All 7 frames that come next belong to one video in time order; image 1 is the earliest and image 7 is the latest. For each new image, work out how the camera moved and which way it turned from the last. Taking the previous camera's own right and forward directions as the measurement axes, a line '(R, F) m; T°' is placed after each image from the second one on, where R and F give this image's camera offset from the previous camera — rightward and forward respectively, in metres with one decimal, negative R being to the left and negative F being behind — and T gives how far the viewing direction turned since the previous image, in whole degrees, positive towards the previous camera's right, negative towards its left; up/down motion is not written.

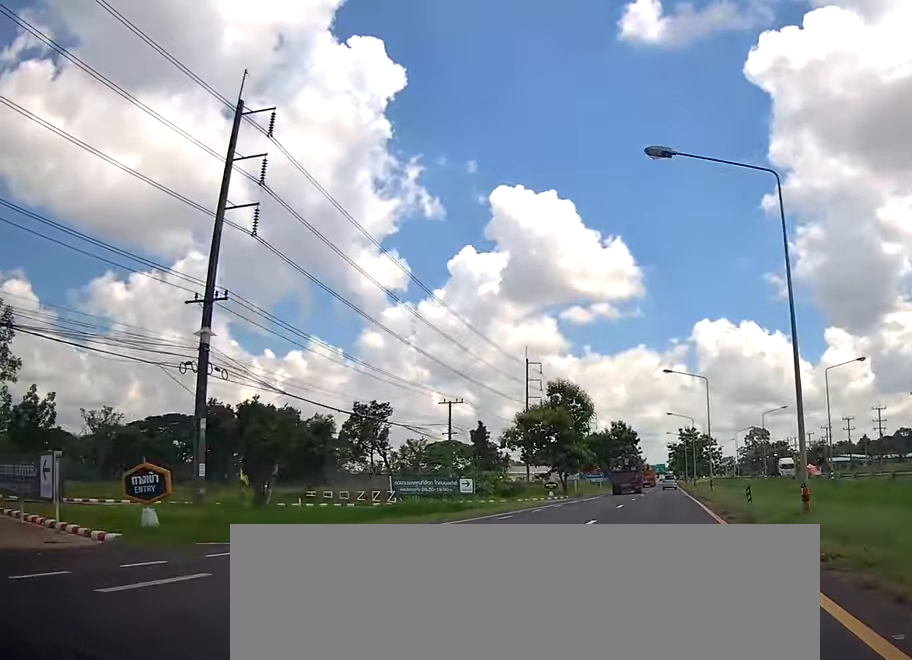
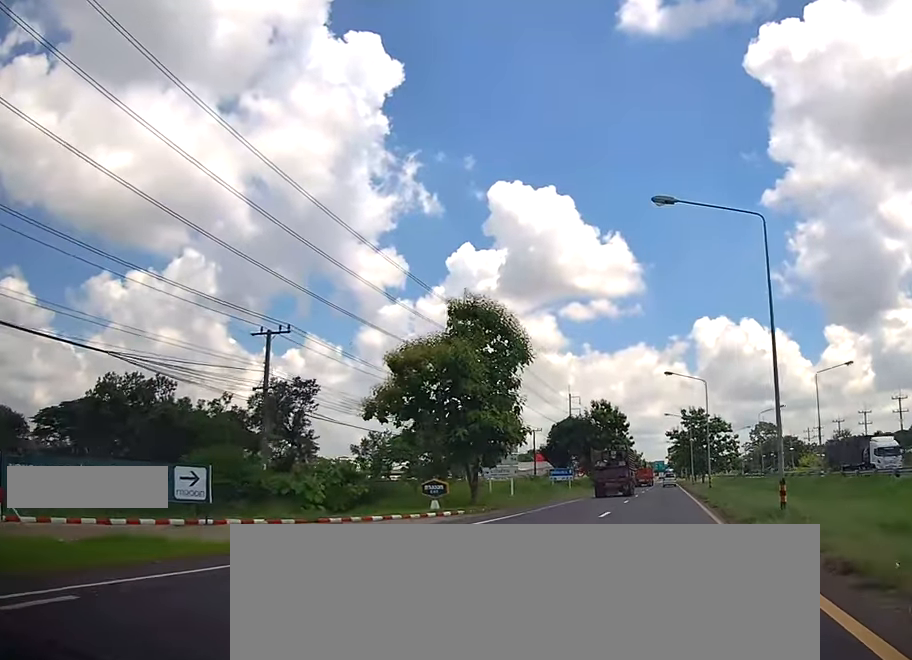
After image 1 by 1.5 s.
(+0.1, +32.6) m; +1°
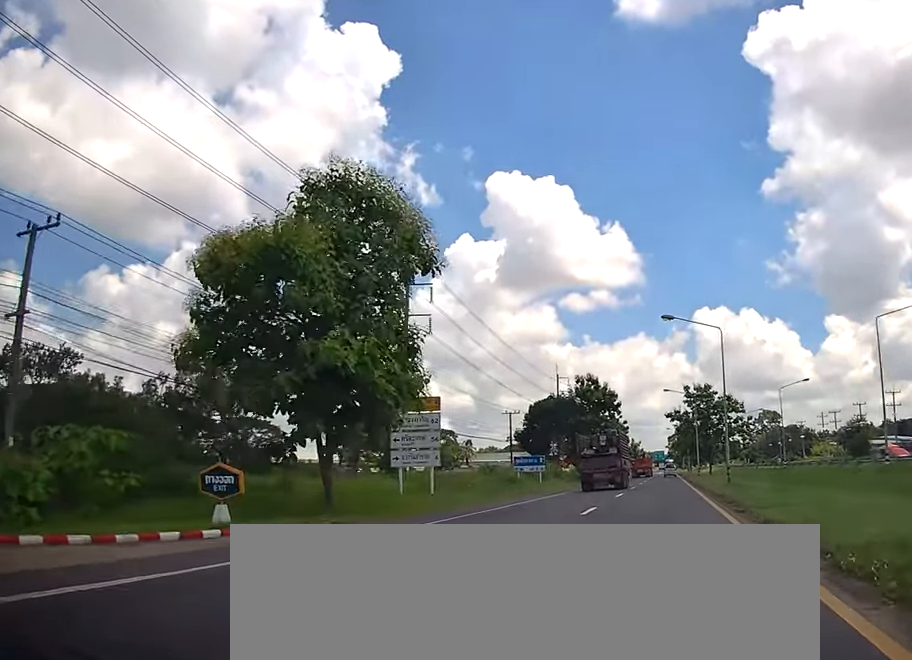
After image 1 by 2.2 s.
(+0.1, +16.6) m; 0°
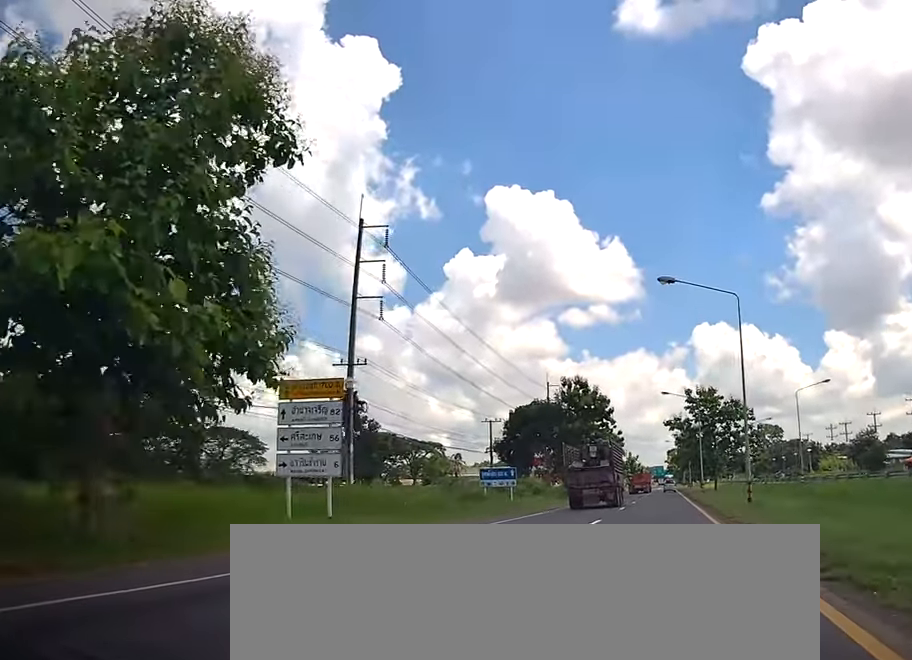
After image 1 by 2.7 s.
(0.0, +10.0) m; 0°
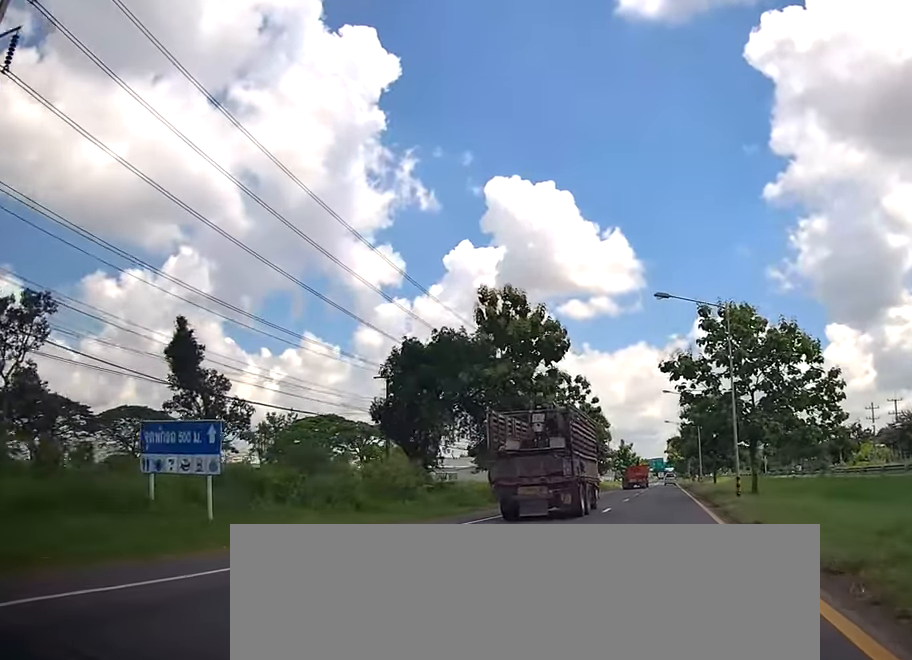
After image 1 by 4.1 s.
(0.0, +31.6) m; 0°
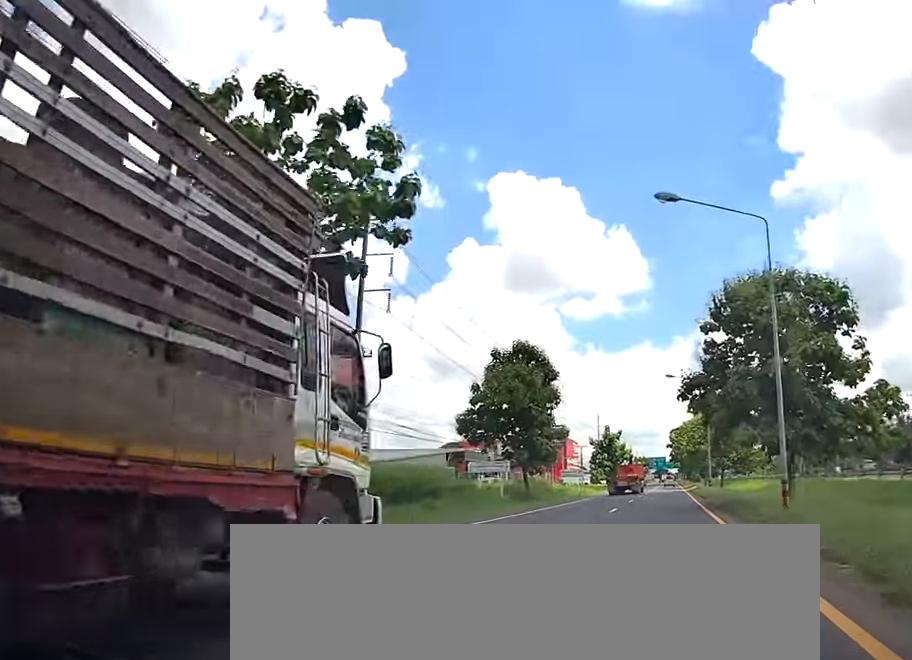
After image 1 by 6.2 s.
(+0.2, +47.1) m; 0°
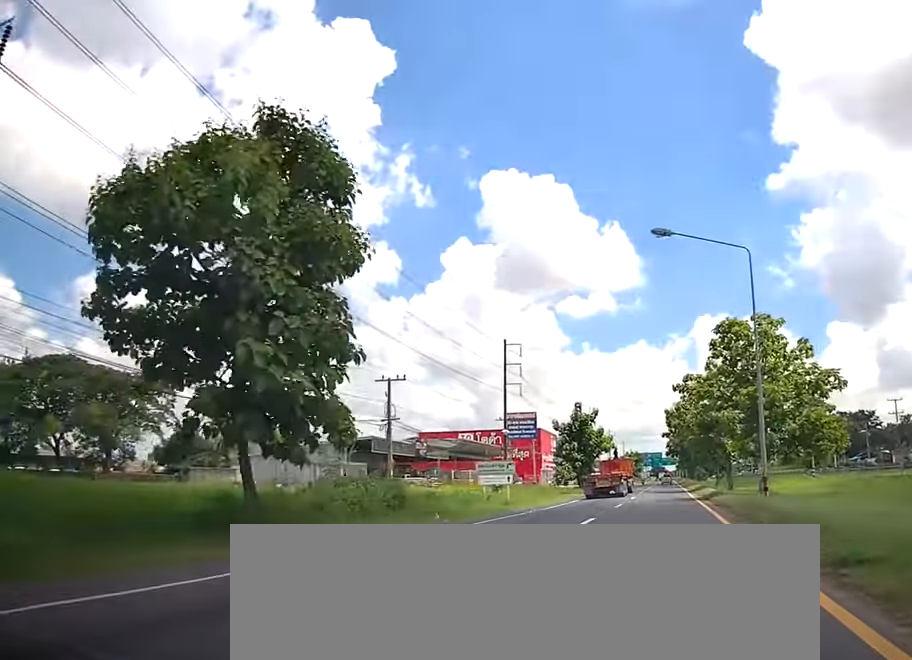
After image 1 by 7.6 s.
(-0.7, +32.3) m; -1°
